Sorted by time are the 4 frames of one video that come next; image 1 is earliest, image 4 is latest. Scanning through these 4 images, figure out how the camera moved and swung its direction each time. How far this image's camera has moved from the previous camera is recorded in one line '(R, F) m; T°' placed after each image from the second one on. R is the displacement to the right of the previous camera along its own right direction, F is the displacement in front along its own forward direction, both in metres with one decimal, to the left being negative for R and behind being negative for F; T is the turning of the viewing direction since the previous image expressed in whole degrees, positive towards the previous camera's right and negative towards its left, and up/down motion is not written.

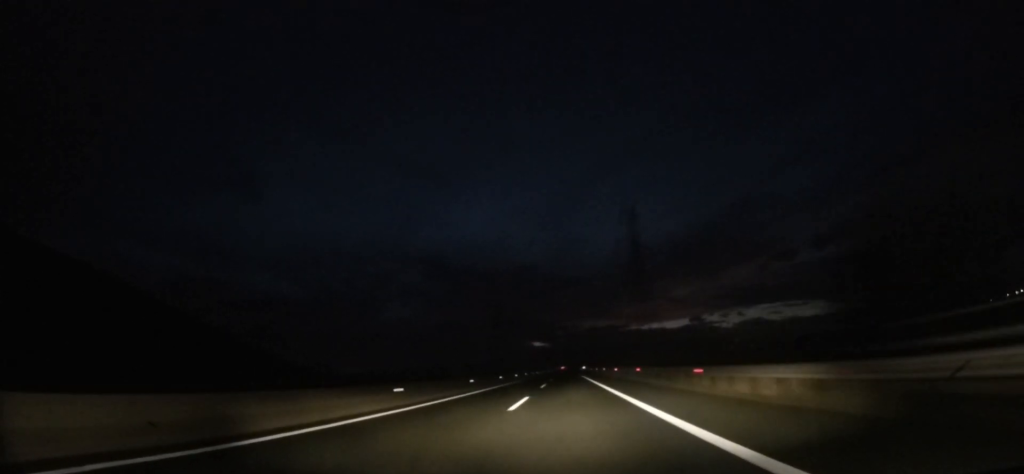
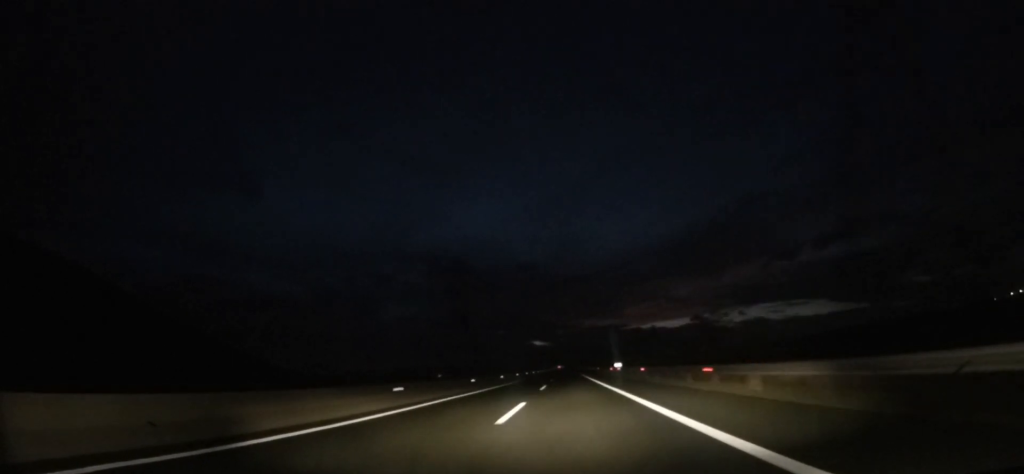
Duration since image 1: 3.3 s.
(+0.1, +110.9) m; 0°
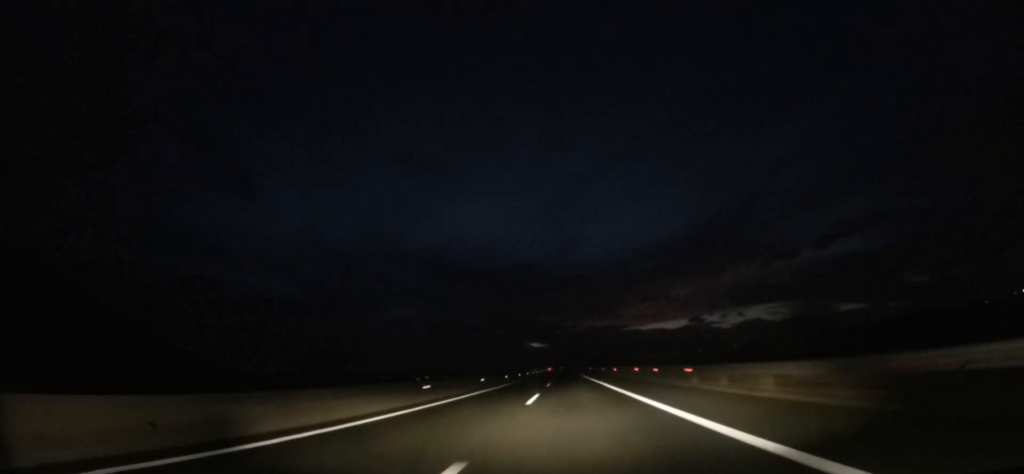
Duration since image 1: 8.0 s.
(-0.2, +159.9) m; -1°
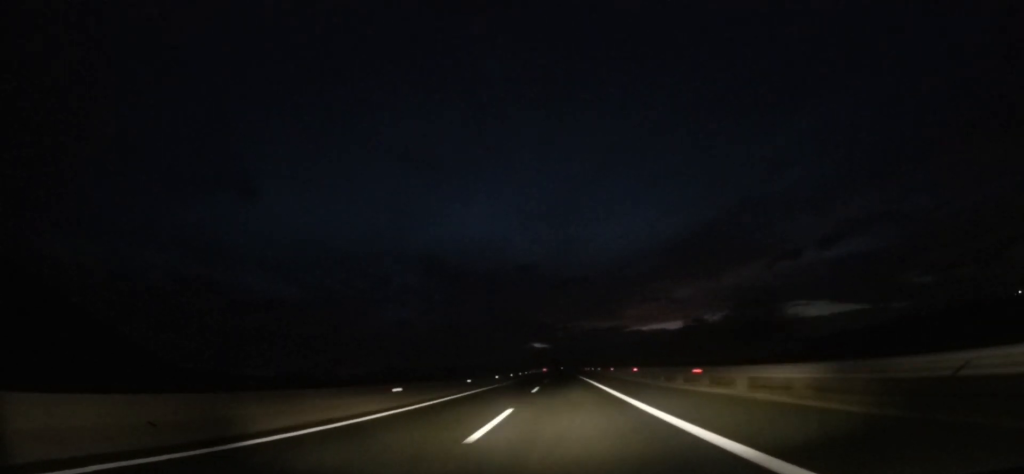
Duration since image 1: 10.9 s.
(-1.6, +108.2) m; 0°
